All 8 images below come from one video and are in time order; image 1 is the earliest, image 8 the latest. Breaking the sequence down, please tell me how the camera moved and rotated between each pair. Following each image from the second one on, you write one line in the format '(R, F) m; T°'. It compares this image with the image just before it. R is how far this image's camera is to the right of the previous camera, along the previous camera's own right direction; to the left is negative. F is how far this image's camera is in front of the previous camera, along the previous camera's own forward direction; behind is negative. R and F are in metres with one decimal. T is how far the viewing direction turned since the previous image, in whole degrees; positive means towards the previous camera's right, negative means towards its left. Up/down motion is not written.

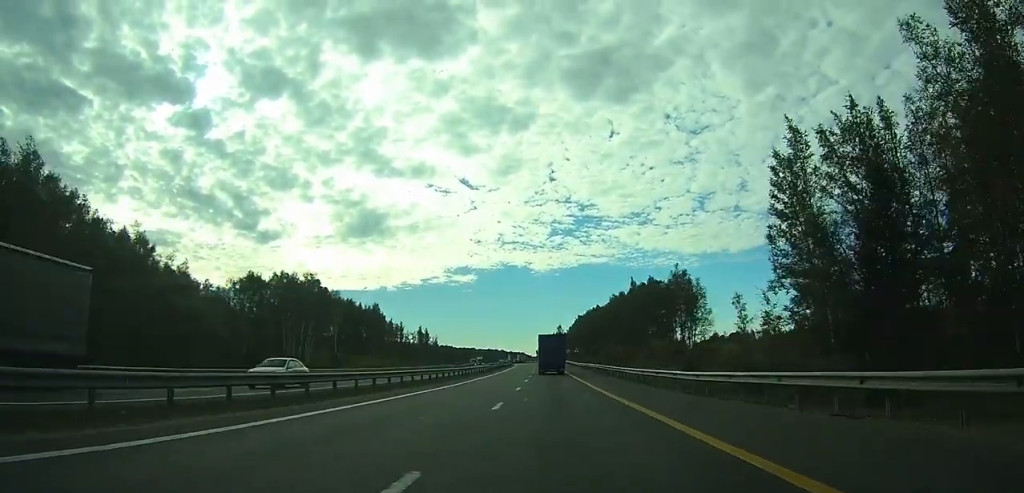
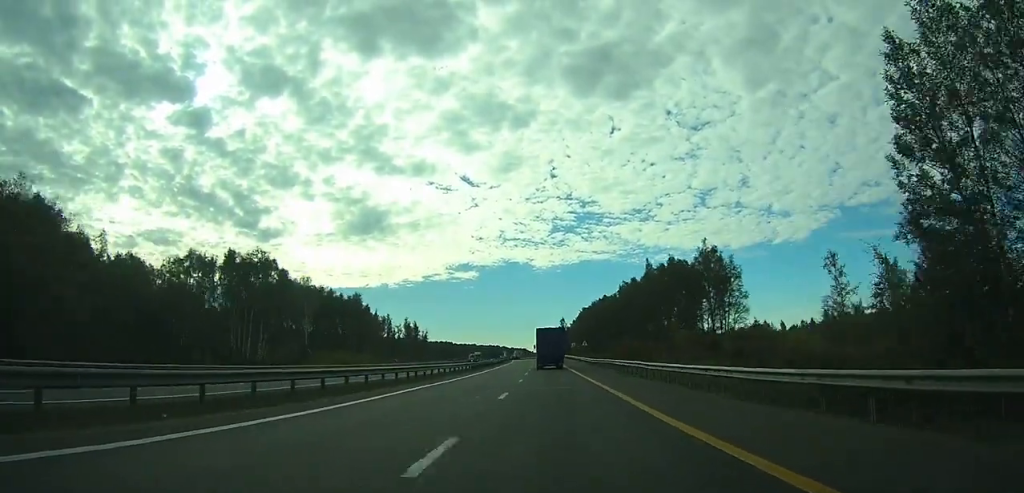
(0.0, +21.7) m; 0°
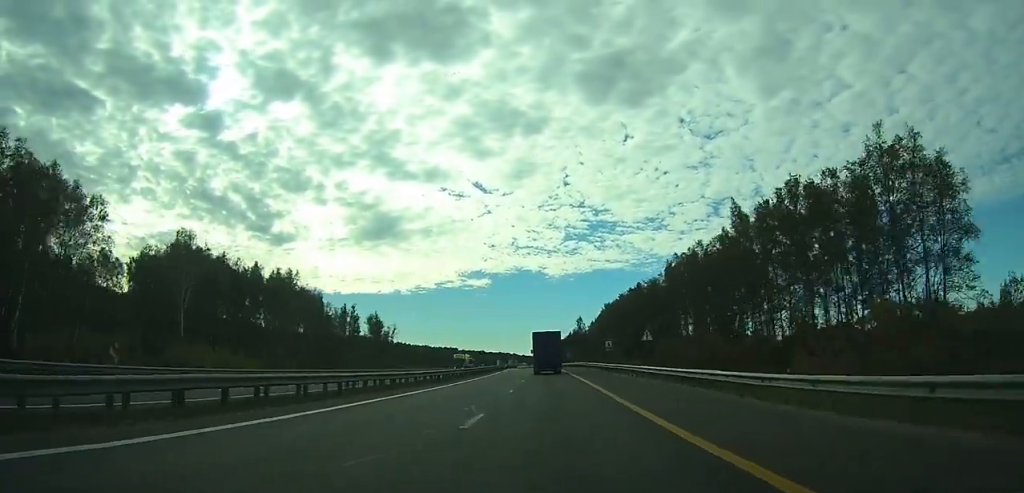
(-0.5, +55.7) m; -1°
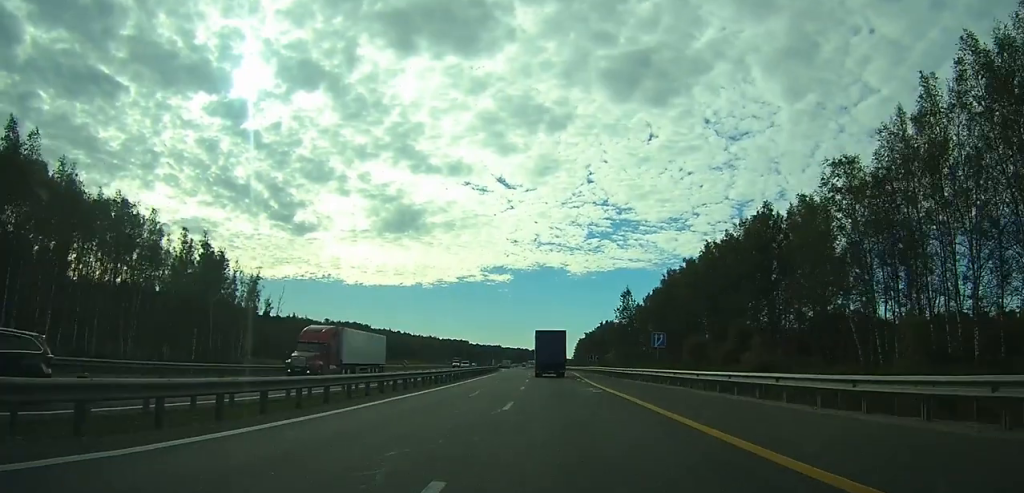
(-1.5, +79.2) m; -2°
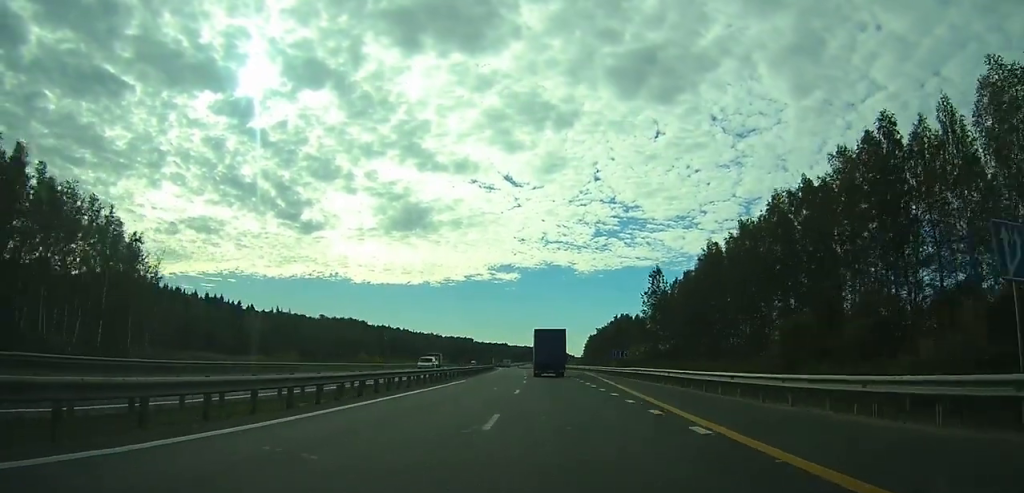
(-0.1, +28.0) m; -1°
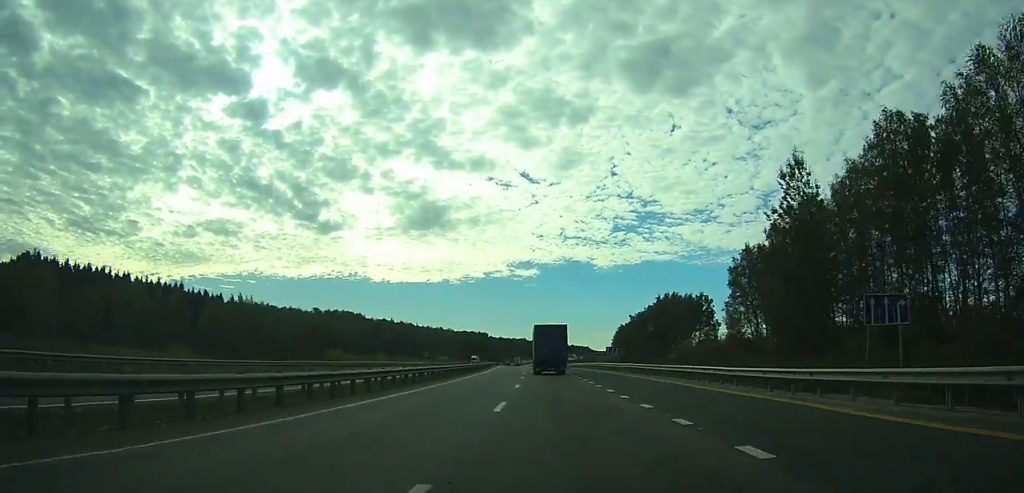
(-0.8, +53.6) m; -2°
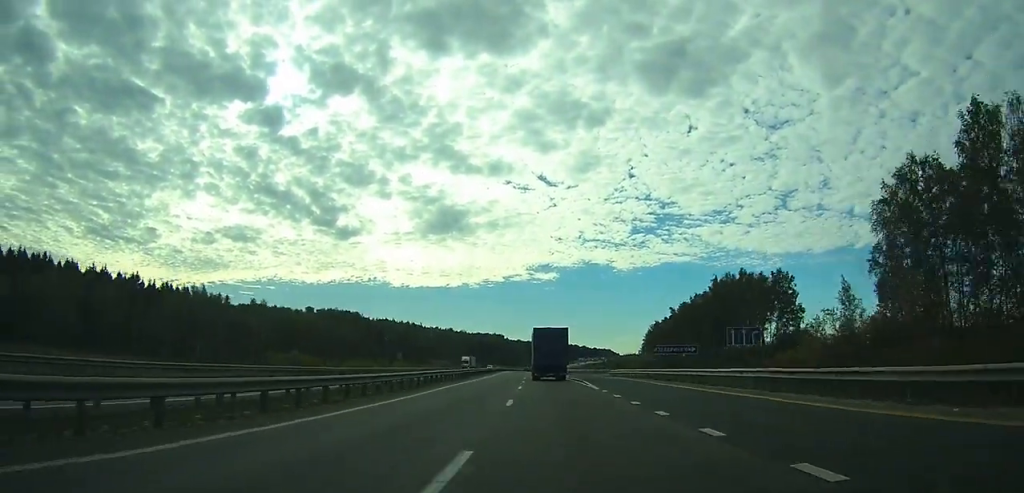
(-0.7, +44.2) m; -2°
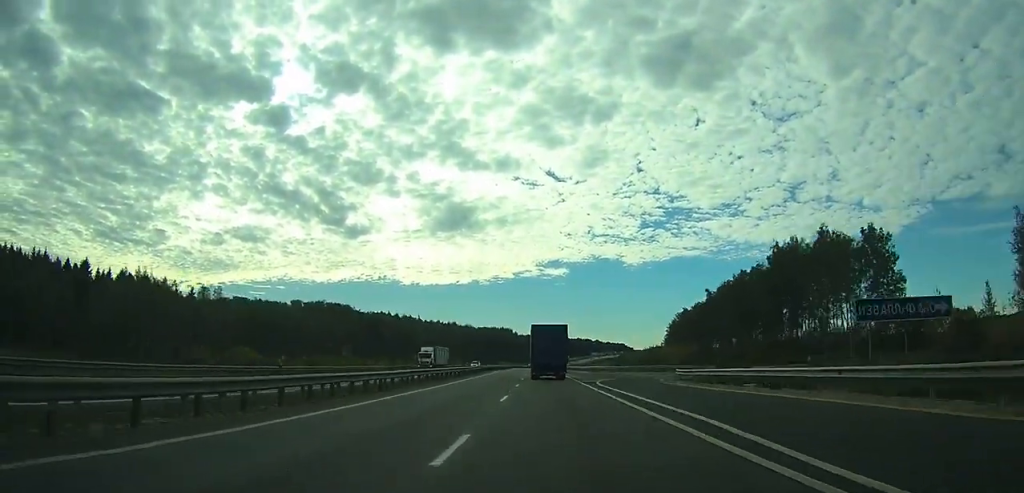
(-0.2, +33.6) m; -1°
